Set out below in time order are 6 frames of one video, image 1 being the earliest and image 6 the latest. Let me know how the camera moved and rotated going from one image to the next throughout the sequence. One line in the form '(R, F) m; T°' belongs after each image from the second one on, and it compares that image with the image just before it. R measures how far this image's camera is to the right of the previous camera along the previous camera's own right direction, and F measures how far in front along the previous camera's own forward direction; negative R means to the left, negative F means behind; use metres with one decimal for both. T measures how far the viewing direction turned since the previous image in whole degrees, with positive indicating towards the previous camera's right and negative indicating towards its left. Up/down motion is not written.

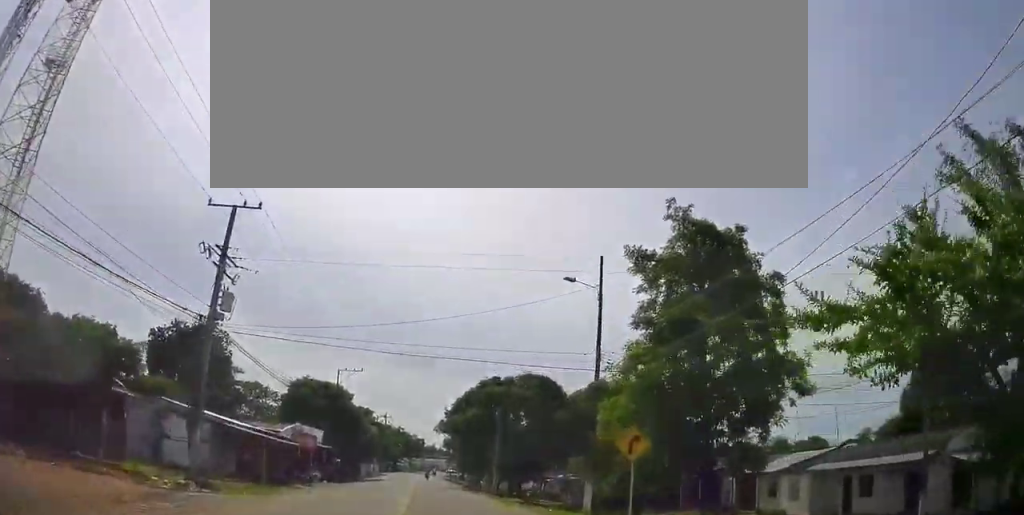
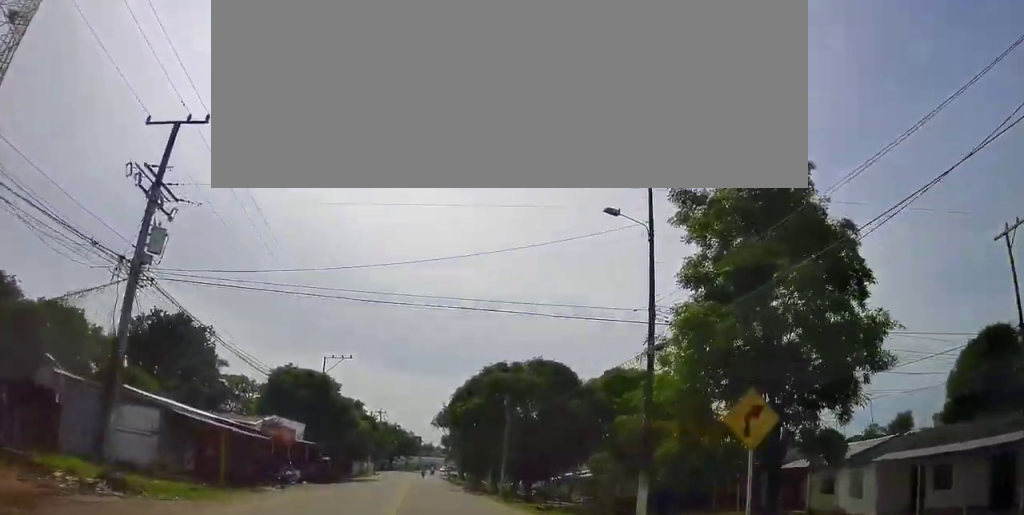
(0.0, +5.3) m; 0°
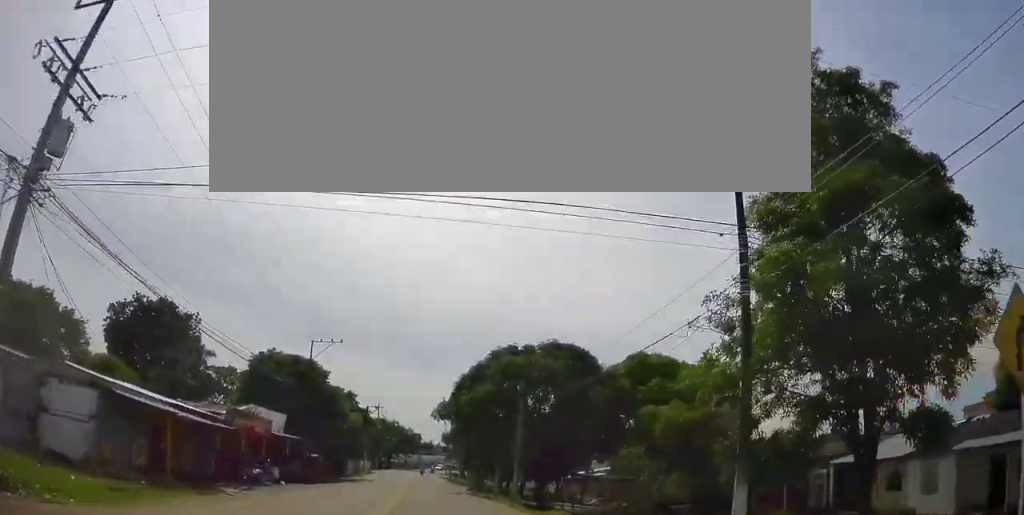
(0.0, +4.6) m; 0°
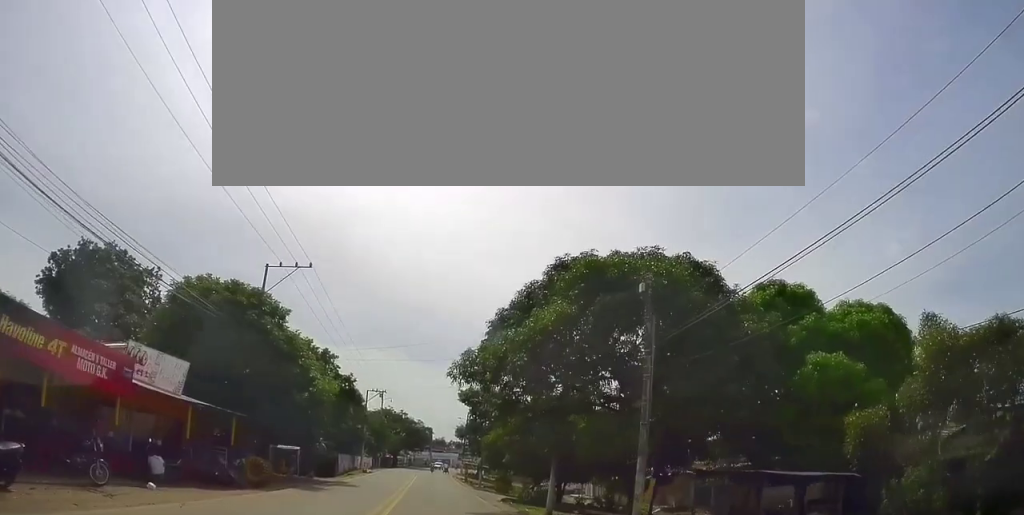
(0.0, +14.5) m; +2°
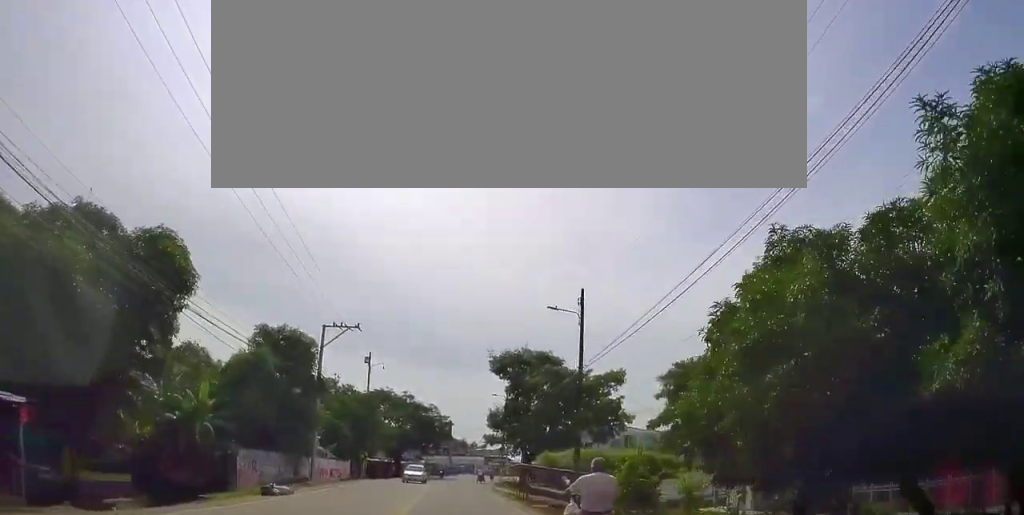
(0.0, +35.6) m; -1°
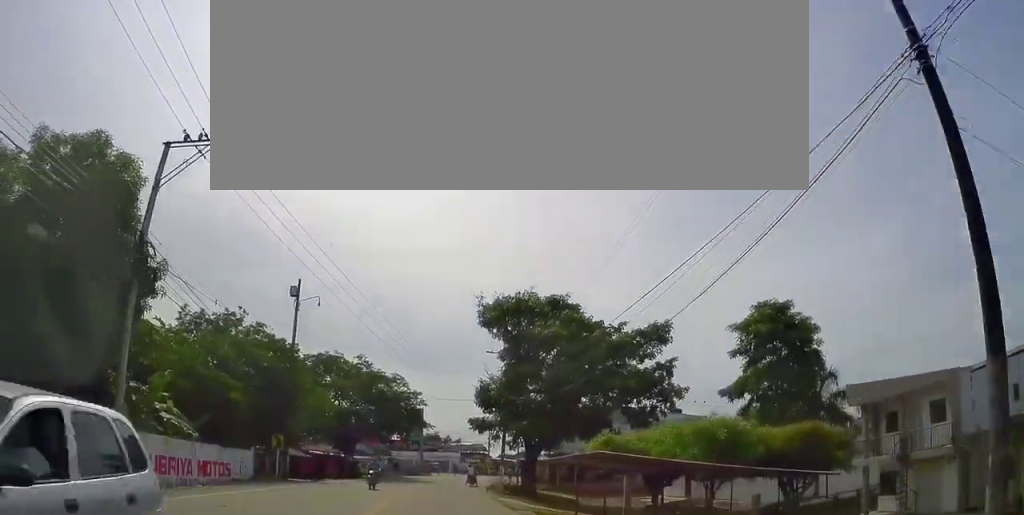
(-0.3, +21.9) m; 0°
